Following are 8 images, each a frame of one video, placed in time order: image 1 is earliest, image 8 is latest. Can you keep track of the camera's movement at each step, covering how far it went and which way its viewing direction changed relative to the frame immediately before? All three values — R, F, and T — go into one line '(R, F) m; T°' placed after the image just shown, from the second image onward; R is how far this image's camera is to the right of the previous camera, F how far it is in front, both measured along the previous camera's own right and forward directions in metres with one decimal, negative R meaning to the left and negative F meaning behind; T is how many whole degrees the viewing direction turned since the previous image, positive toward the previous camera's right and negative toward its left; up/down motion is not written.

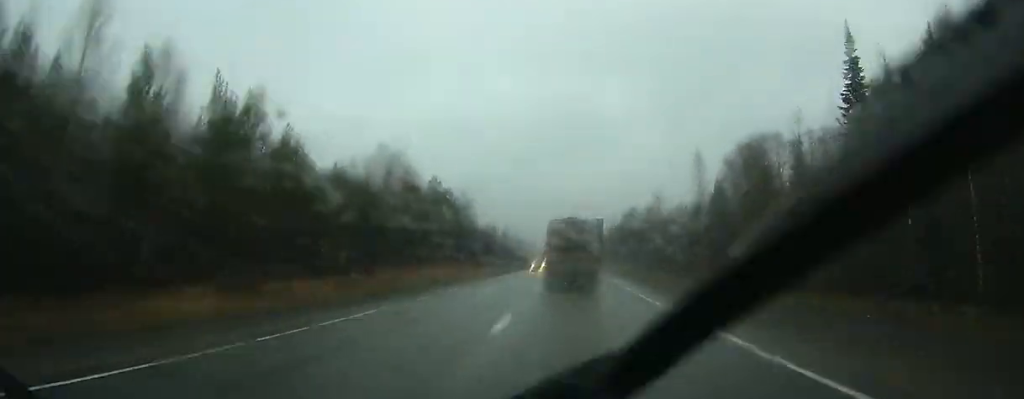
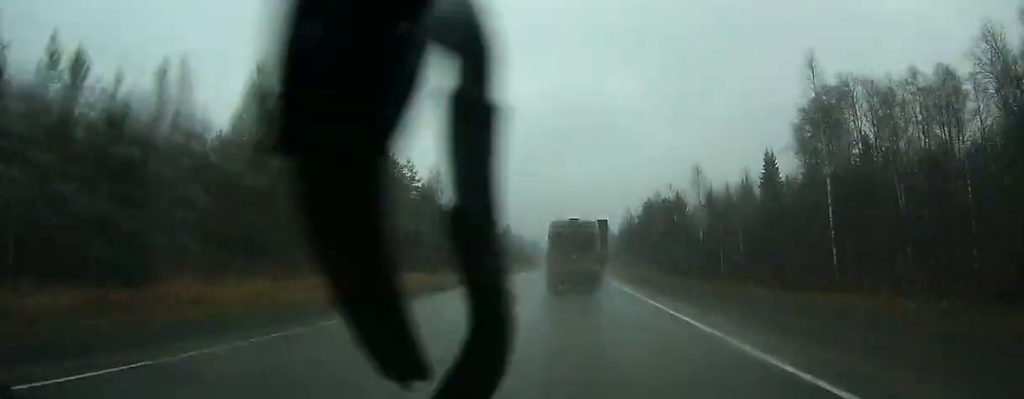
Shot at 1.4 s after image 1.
(+0.2, +32.8) m; 0°
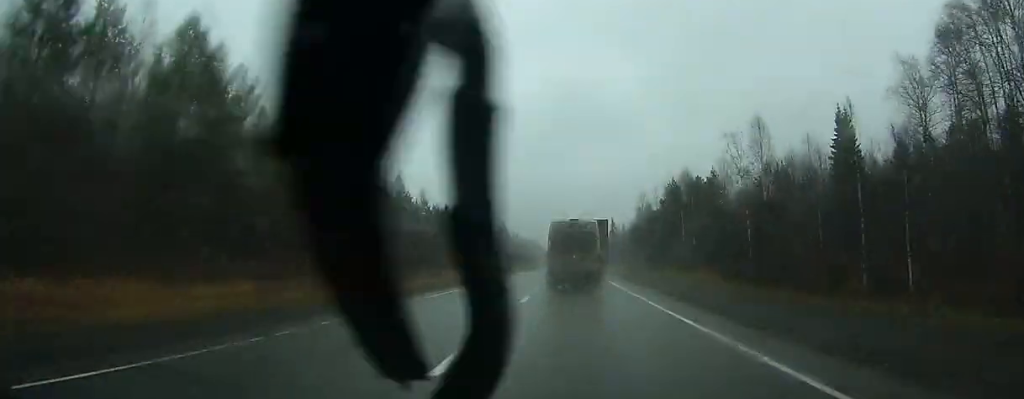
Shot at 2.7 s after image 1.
(-0.1, +31.0) m; 0°
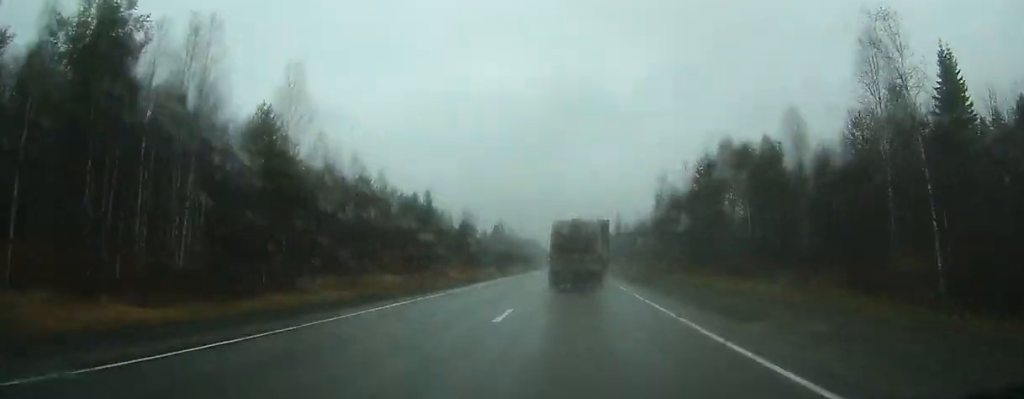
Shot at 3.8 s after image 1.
(-0.1, +24.5) m; 0°
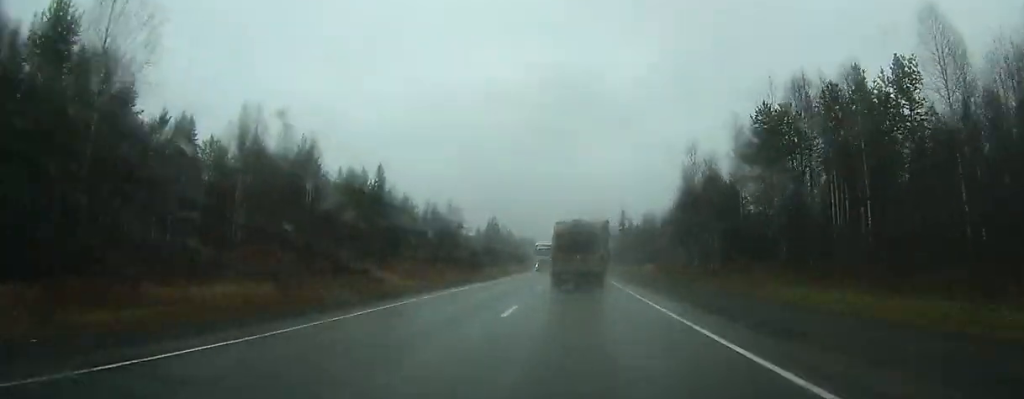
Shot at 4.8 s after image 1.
(-0.1, +22.9) m; 0°
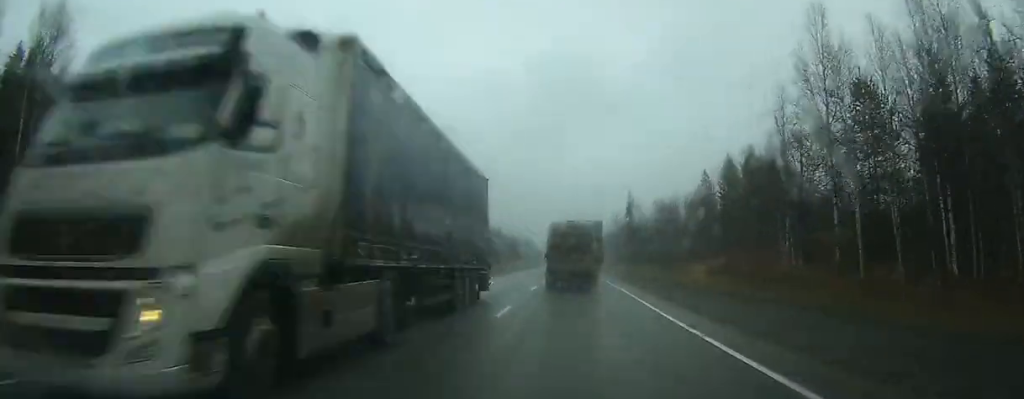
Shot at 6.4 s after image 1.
(+0.2, +36.1) m; 0°
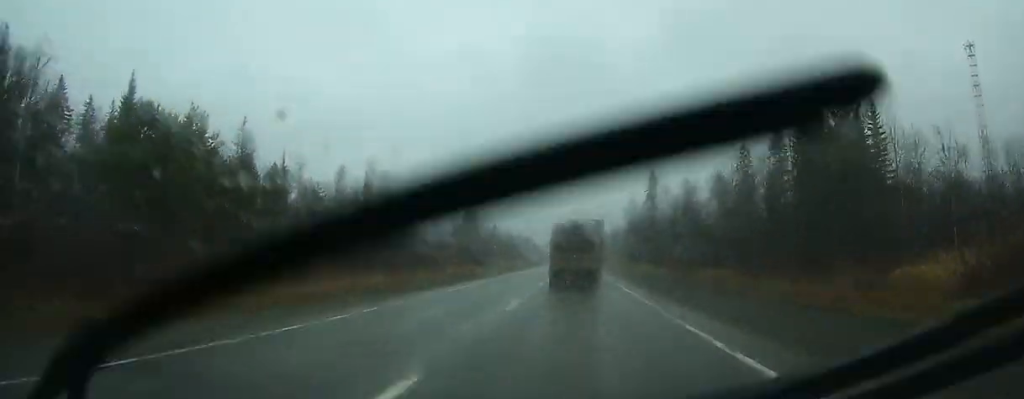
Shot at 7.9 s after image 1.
(+0.2, +34.3) m; 0°
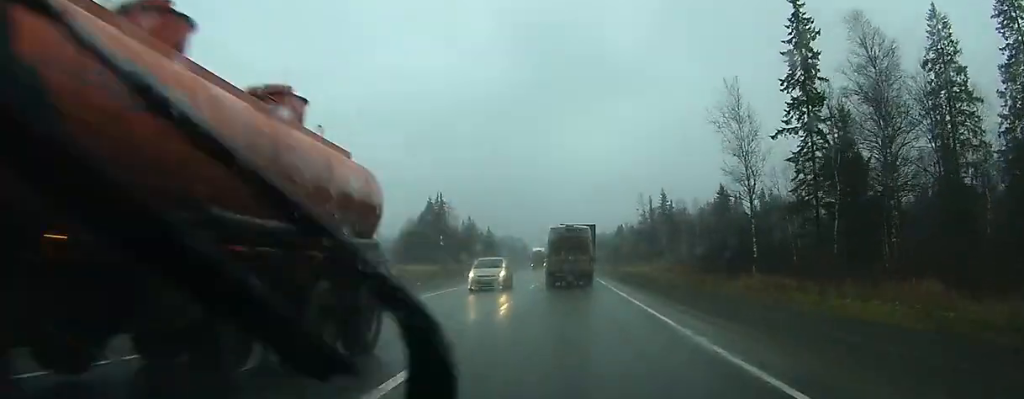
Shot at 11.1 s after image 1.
(+0.1, +71.0) m; 0°
